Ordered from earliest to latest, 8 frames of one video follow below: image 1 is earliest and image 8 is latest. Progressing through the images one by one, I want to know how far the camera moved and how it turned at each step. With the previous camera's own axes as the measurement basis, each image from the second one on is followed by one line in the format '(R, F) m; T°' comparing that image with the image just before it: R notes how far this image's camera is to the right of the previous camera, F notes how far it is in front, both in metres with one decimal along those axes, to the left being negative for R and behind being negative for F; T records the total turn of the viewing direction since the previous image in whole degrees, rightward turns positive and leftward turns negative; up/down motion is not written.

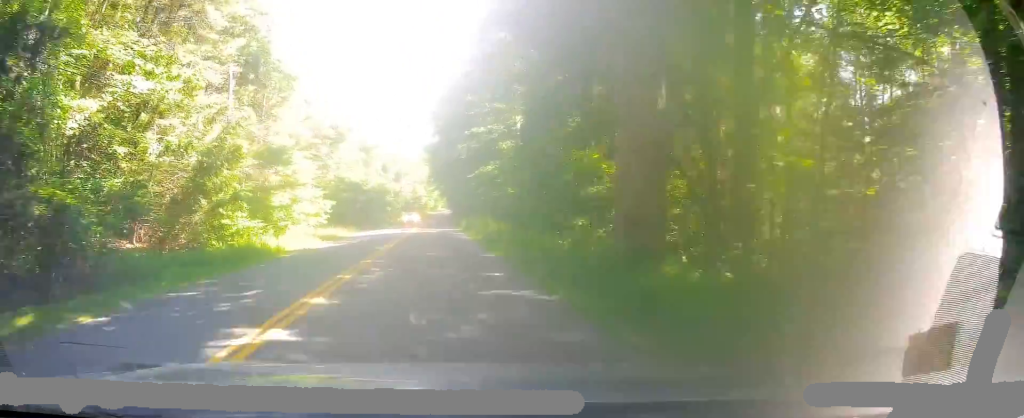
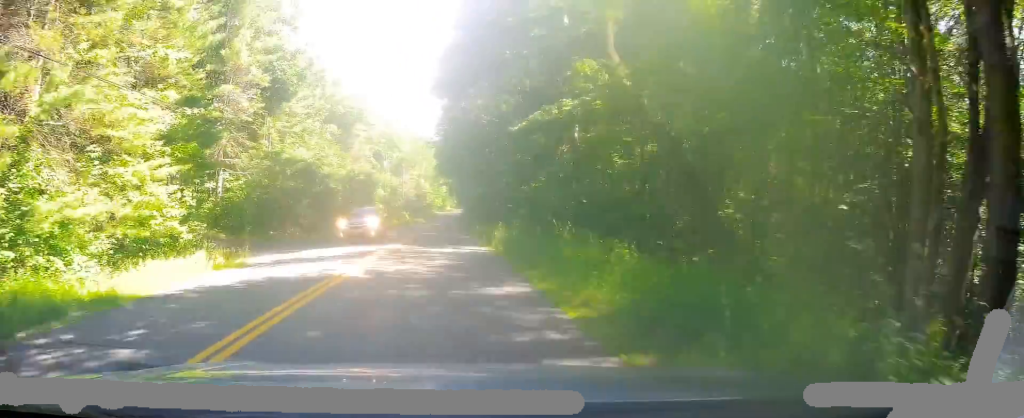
(-0.3, +24.3) m; -3°
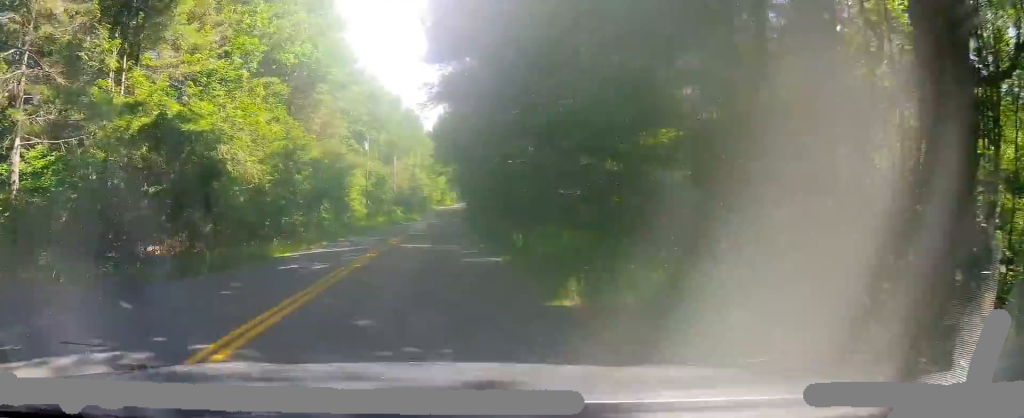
(-0.5, +19.0) m; 0°
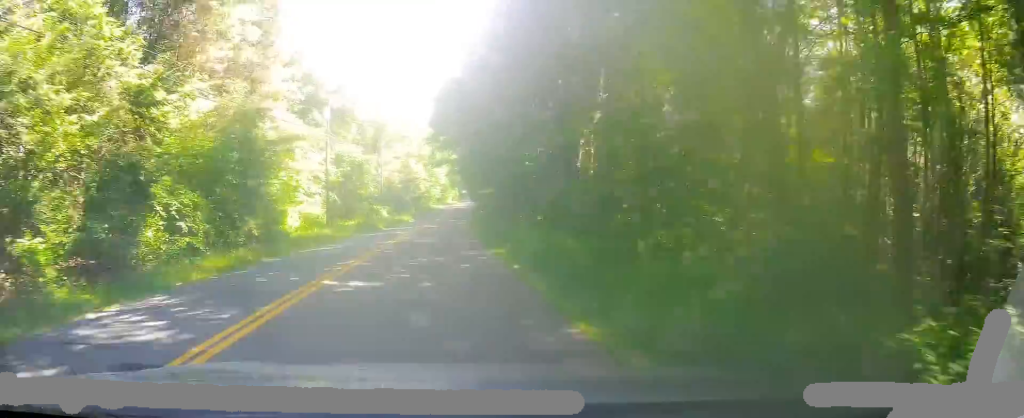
(+0.4, +21.4) m; +1°
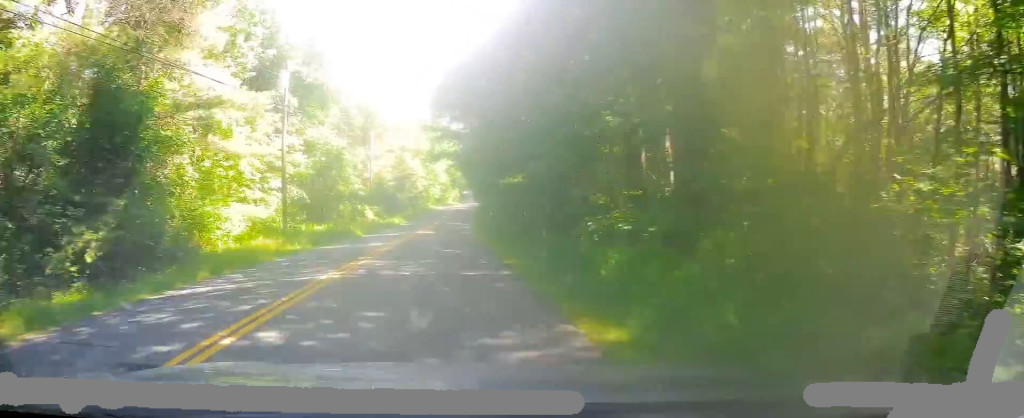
(0.0, +11.7) m; 0°
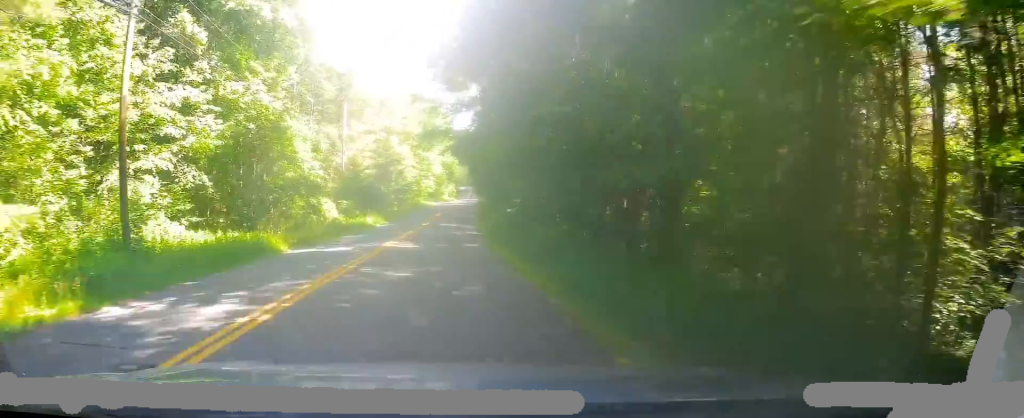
(-0.1, +17.2) m; -1°
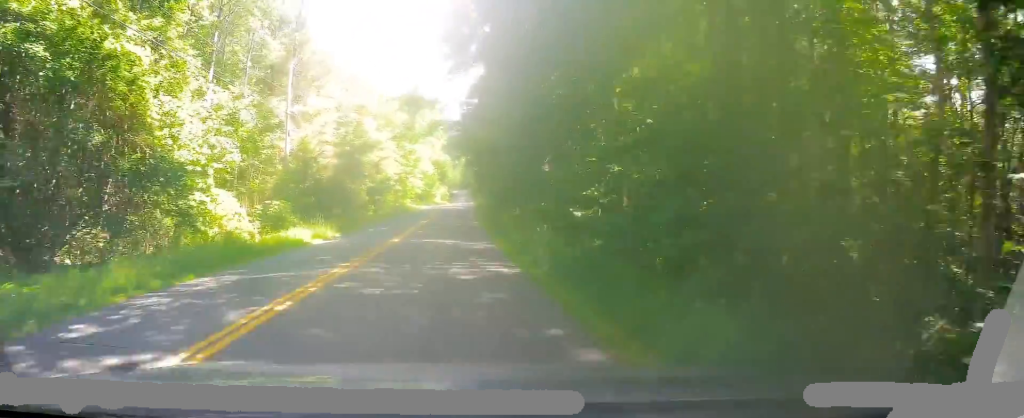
(-0.1, +17.2) m; 0°
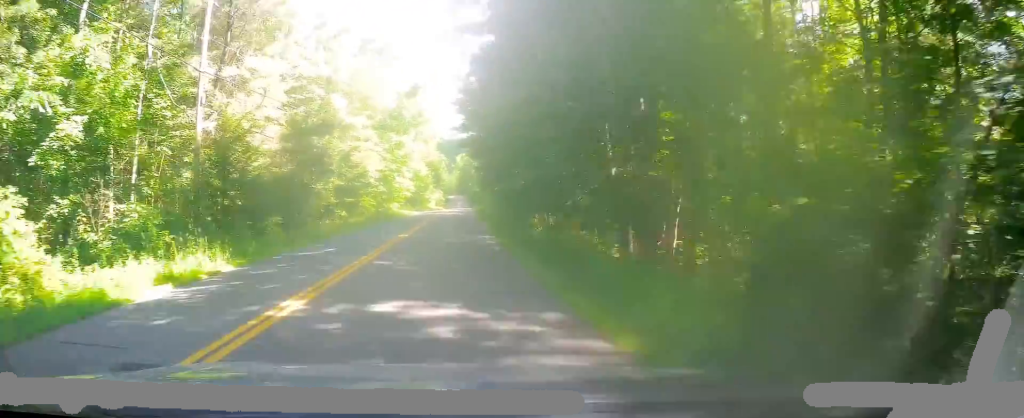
(-0.1, +12.9) m; +1°
